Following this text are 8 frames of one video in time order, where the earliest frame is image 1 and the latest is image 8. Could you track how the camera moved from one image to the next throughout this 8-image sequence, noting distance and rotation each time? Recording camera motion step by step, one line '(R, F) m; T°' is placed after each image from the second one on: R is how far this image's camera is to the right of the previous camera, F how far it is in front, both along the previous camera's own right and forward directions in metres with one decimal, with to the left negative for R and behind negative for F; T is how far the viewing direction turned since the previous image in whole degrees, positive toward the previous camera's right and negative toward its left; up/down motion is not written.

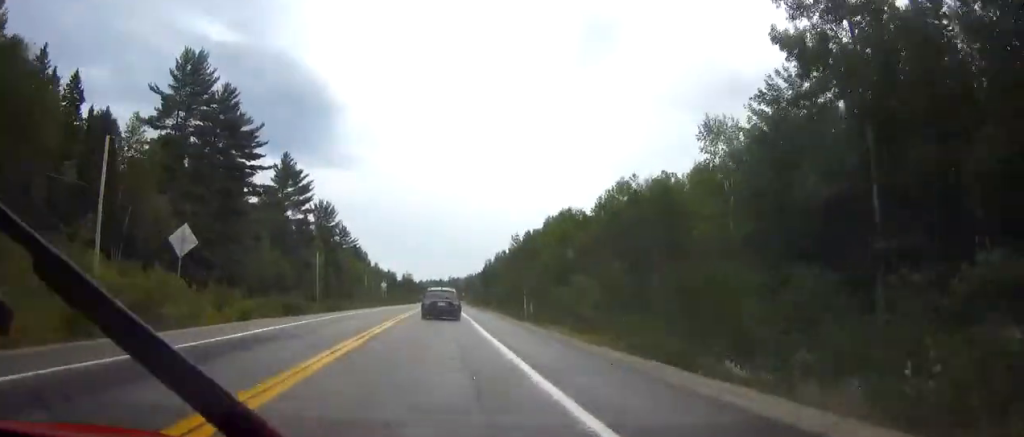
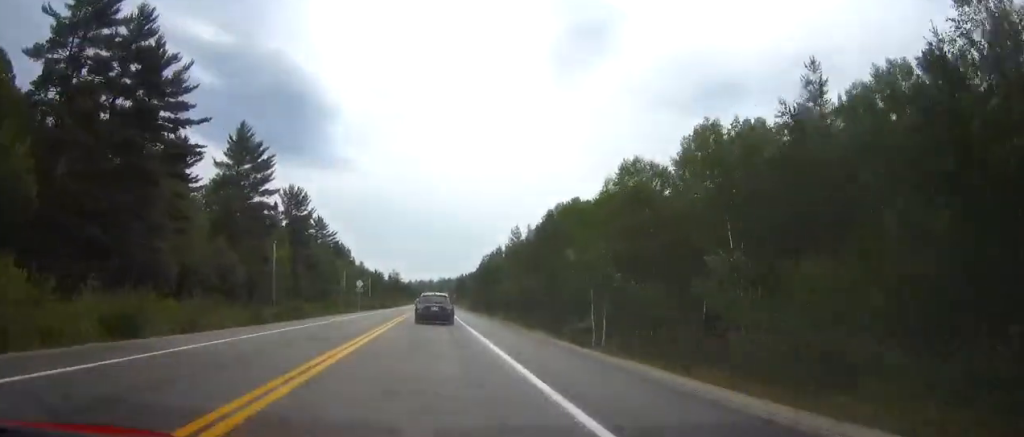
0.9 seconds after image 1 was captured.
(-0.1, +23.3) m; 0°
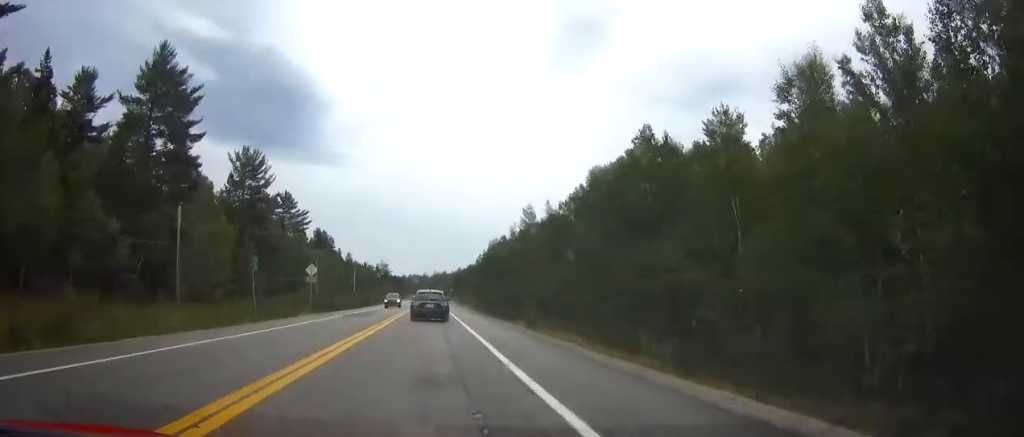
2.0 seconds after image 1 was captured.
(+0.3, +31.4) m; 0°
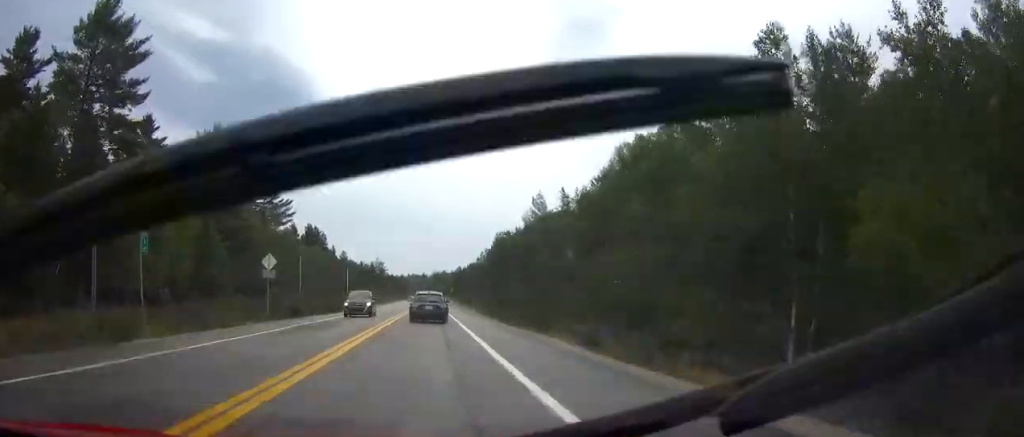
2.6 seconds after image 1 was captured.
(-0.1, +14.5) m; 0°
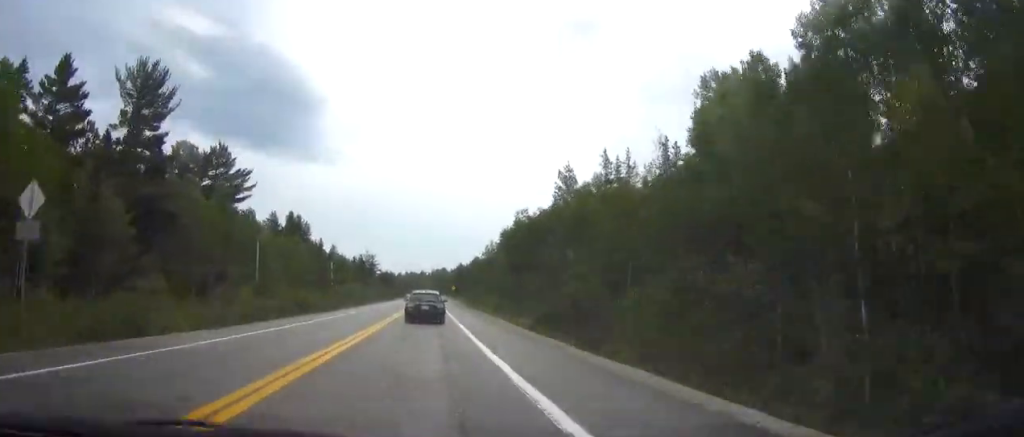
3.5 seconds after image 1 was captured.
(+0.1, +26.5) m; 0°
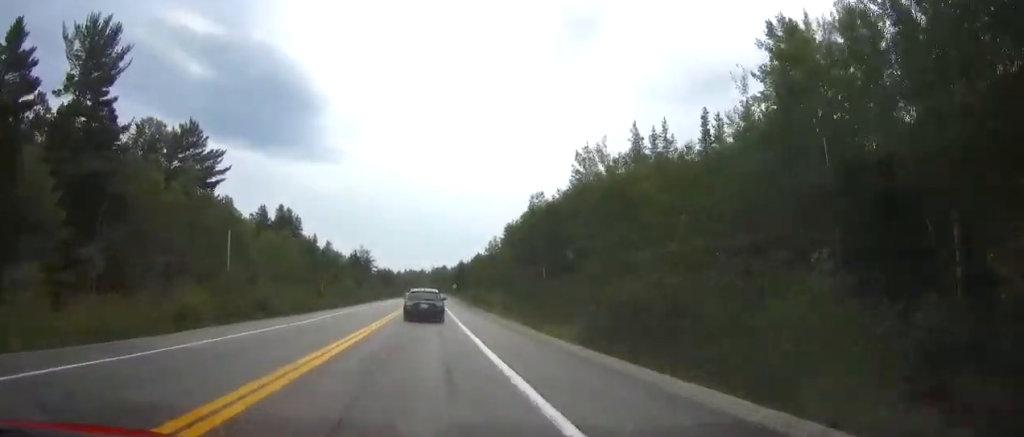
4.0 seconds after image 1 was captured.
(0.0, +12.0) m; 0°
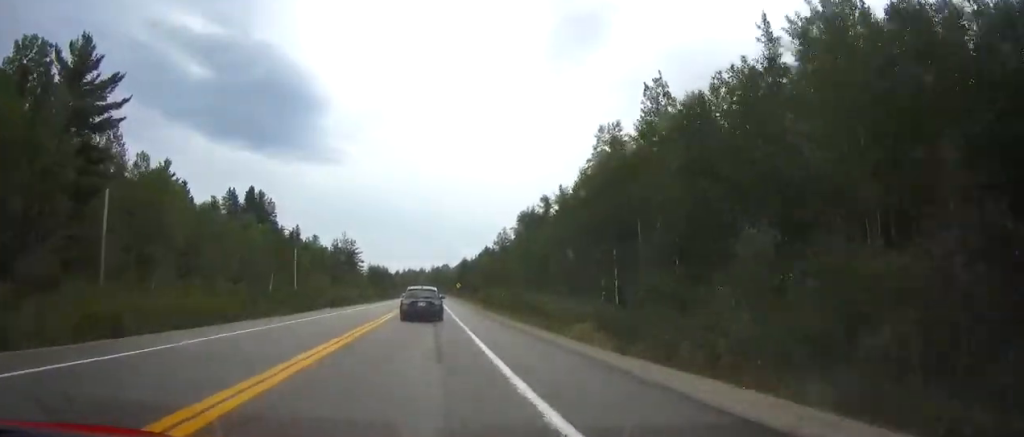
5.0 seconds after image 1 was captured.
(+0.1, +28.9) m; 0°
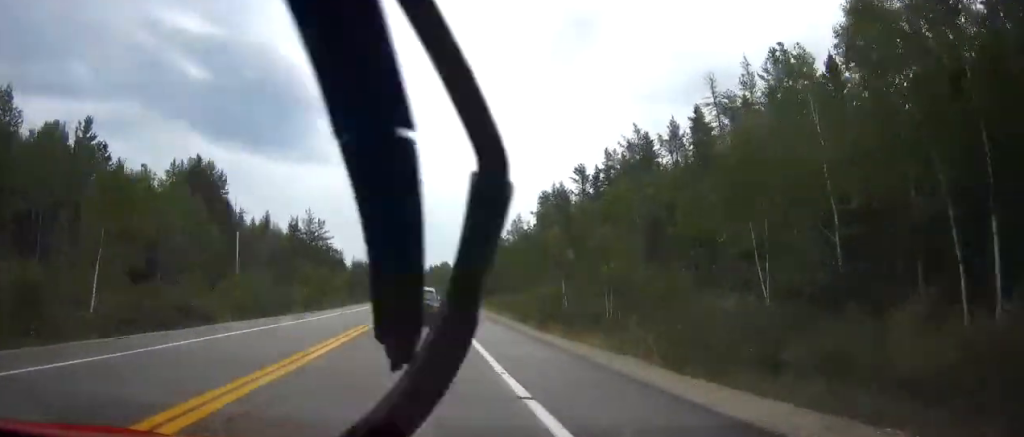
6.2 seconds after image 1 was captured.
(0.0, +33.7) m; 0°
